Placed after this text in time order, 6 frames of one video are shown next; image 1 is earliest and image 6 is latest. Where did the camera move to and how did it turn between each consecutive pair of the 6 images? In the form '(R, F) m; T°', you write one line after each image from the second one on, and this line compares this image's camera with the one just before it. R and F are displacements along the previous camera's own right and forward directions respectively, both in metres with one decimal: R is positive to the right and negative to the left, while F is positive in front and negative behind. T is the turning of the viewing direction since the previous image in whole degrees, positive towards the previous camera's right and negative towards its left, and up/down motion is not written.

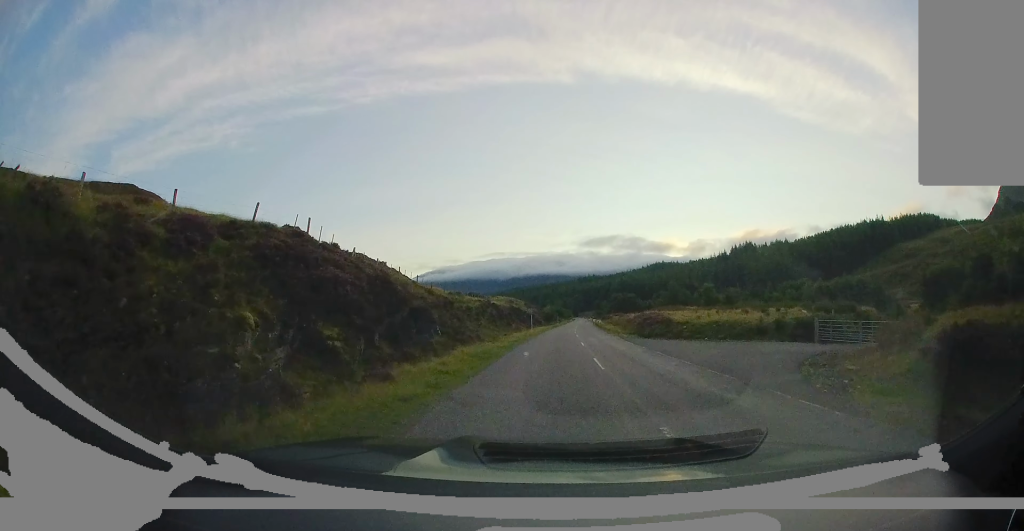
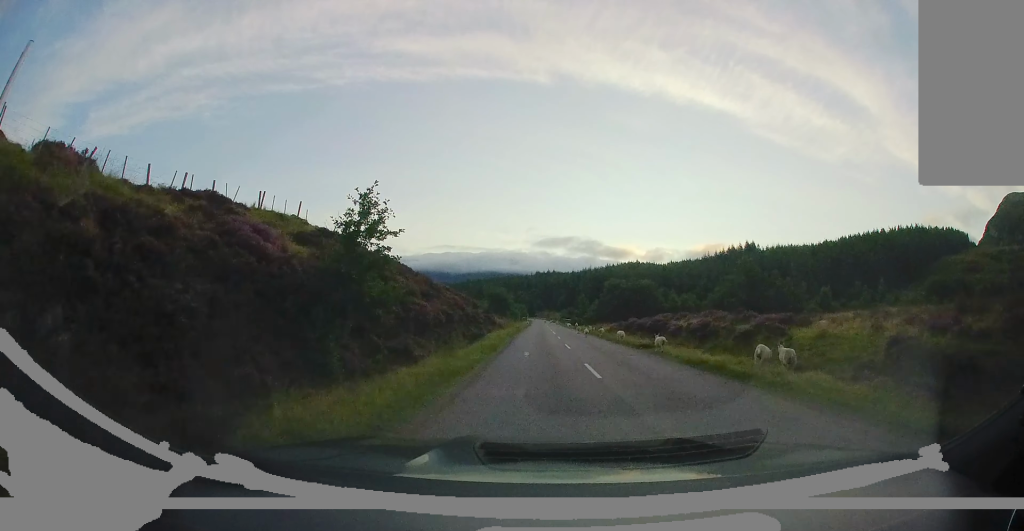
(+1.0, +37.2) m; +2°
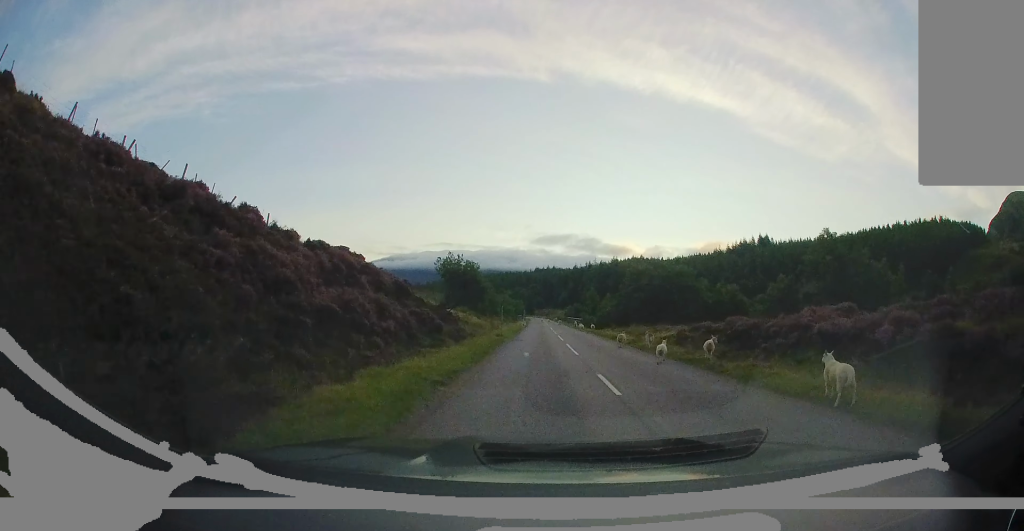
(+0.7, +27.7) m; +4°
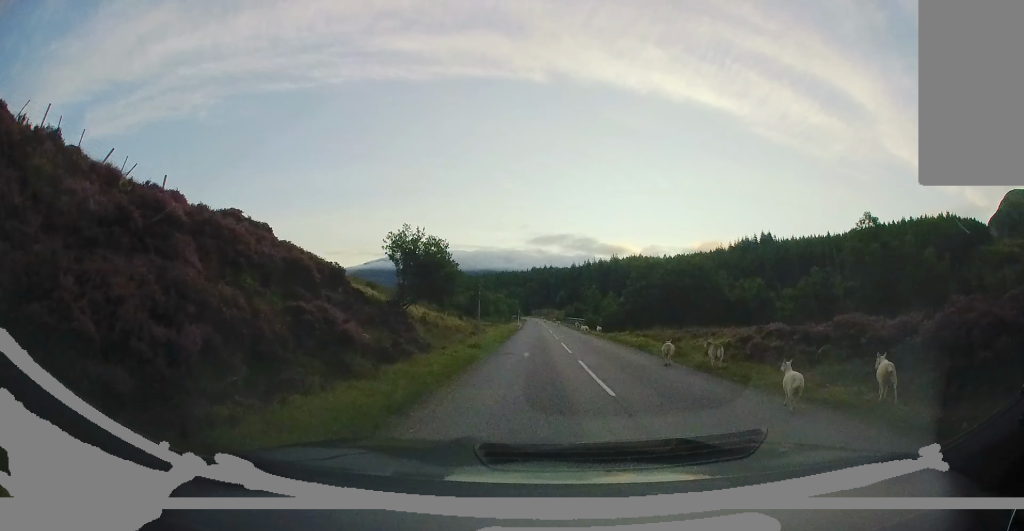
(+0.1, +9.6) m; 0°
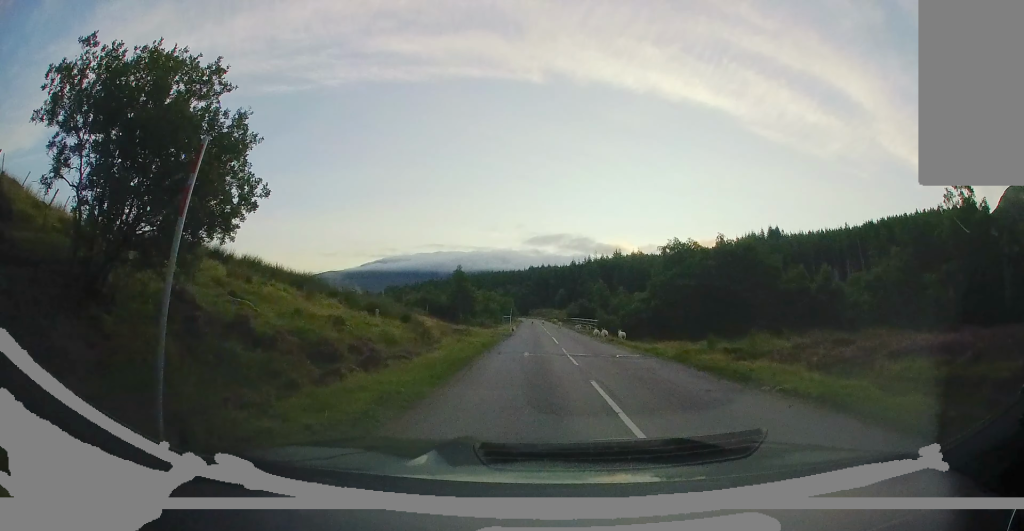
(-0.2, +16.9) m; -1°
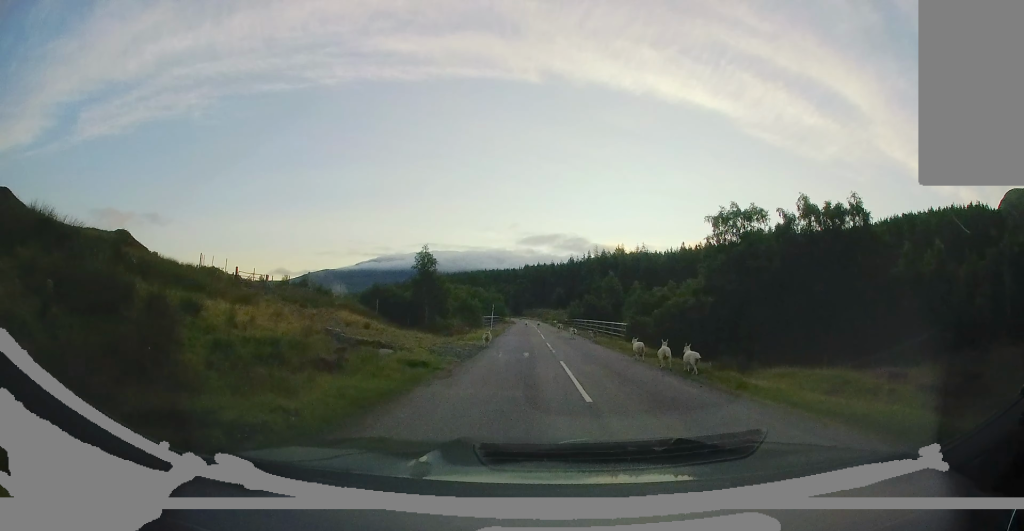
(+0.3, +17.7) m; +2°
